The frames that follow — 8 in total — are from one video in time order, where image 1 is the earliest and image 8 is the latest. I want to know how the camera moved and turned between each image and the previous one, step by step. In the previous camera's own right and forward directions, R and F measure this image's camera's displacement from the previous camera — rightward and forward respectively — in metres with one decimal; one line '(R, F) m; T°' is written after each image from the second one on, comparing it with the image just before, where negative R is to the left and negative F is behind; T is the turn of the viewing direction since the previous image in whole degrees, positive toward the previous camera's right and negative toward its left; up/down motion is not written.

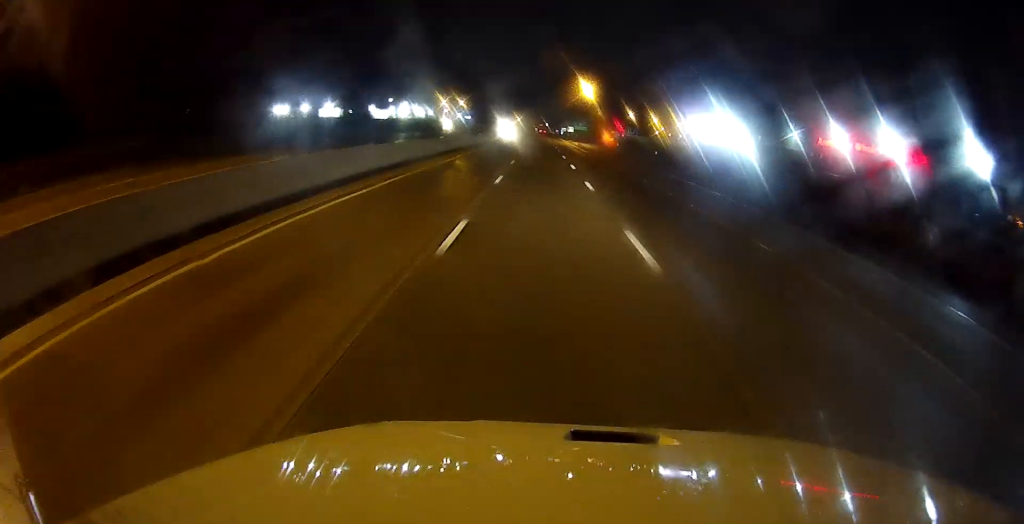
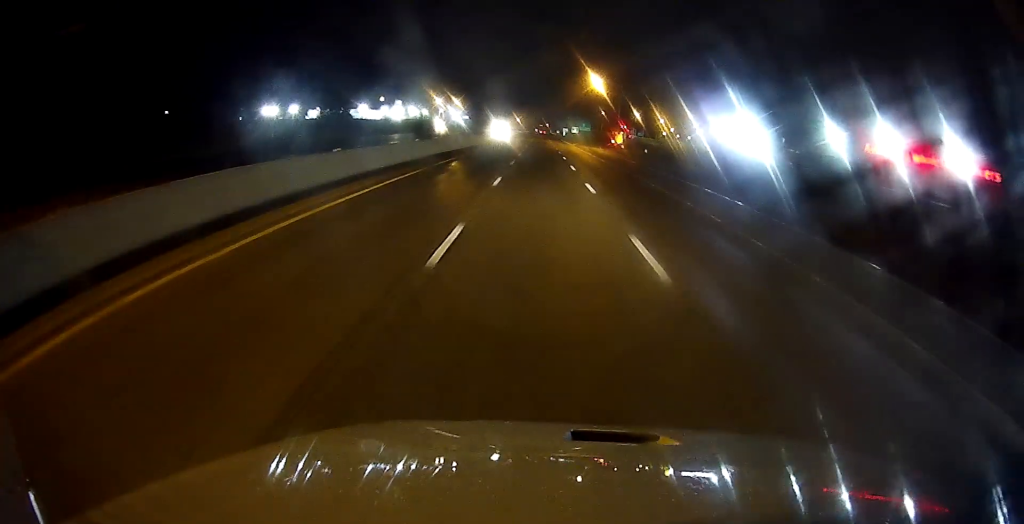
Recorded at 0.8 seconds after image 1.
(+0.4, +25.2) m; +1°
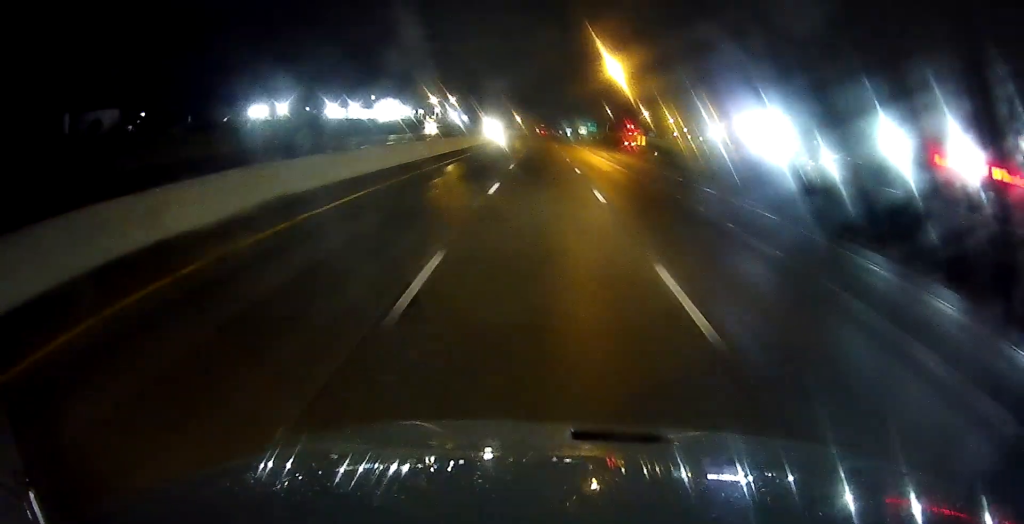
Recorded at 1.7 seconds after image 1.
(0.0, +27.2) m; -1°
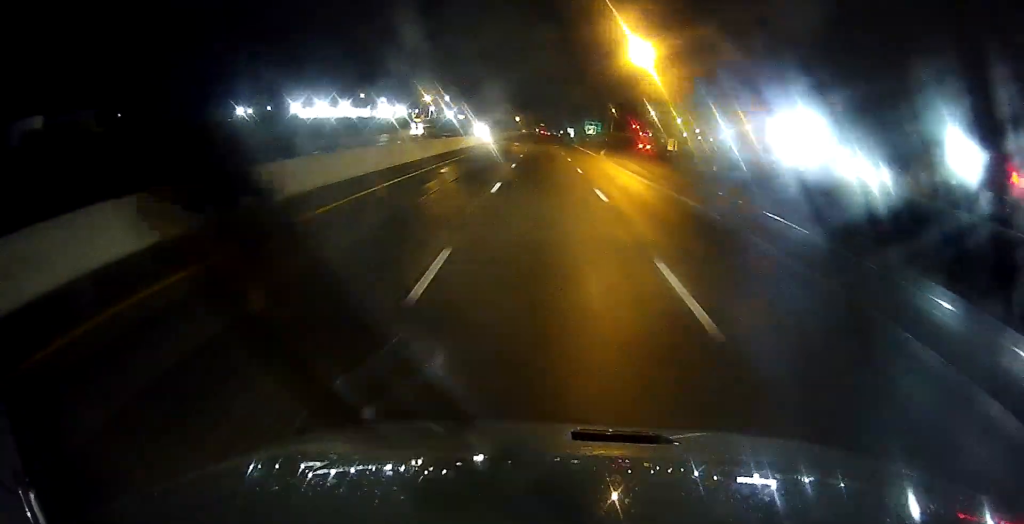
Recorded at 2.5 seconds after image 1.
(-0.6, +24.1) m; 0°
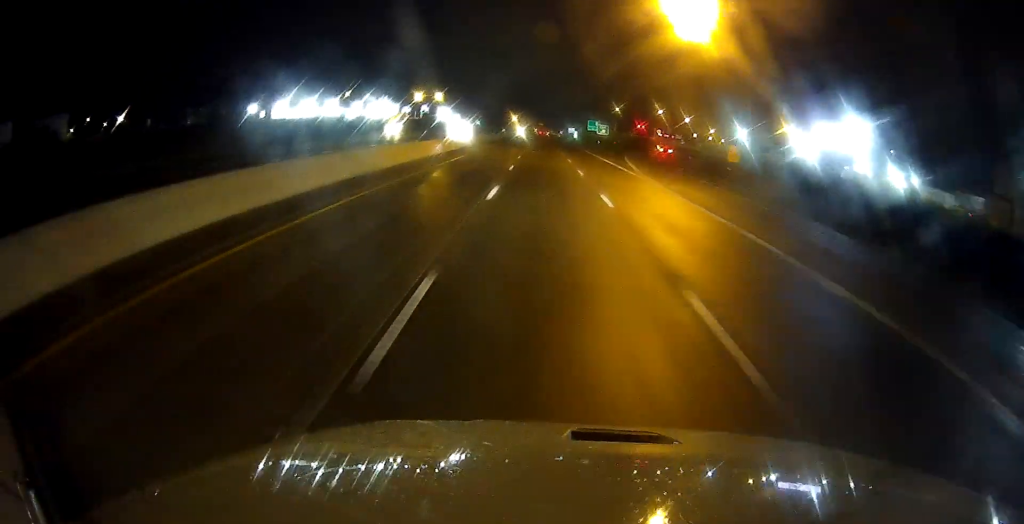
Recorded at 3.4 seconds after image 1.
(+0.5, +26.2) m; 0°
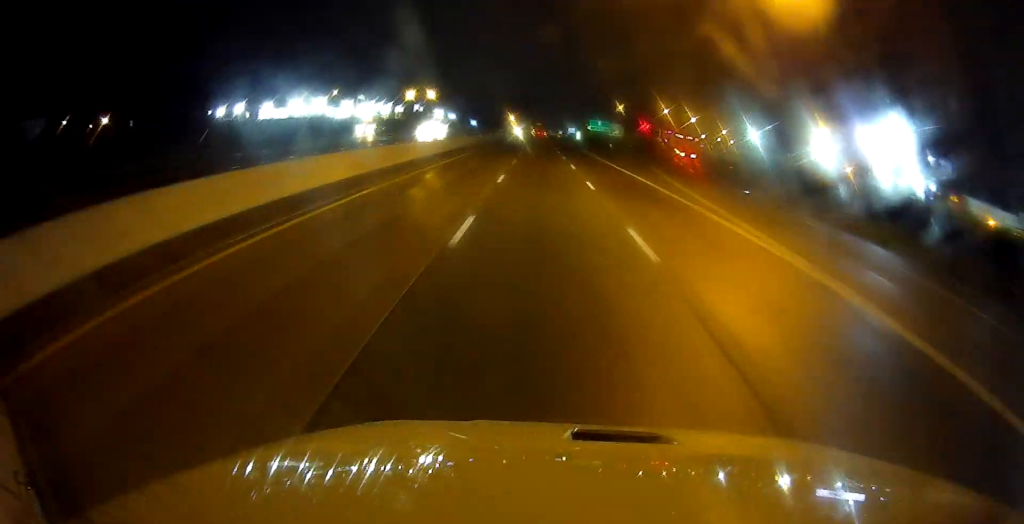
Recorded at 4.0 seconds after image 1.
(-0.2, +19.1) m; 0°
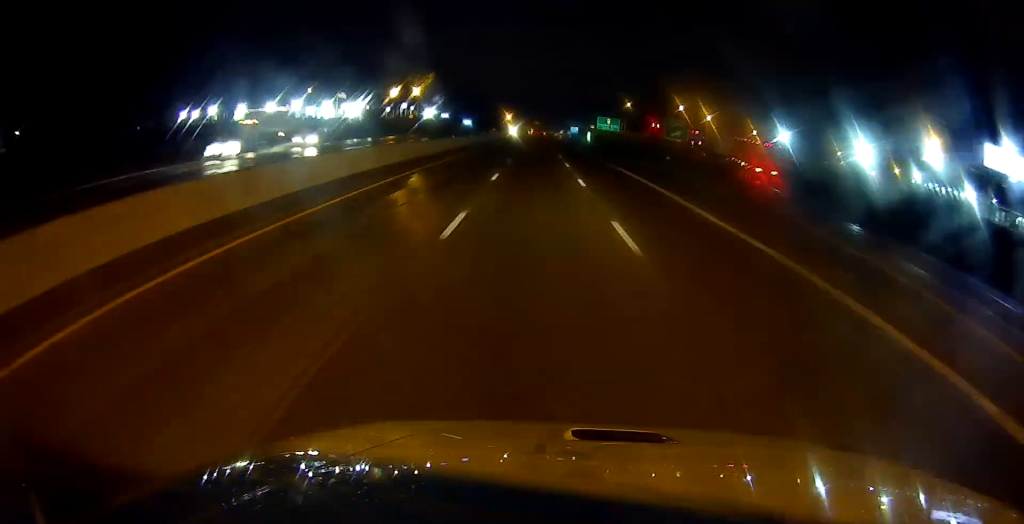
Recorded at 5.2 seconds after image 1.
(+0.1, +36.2) m; +1°
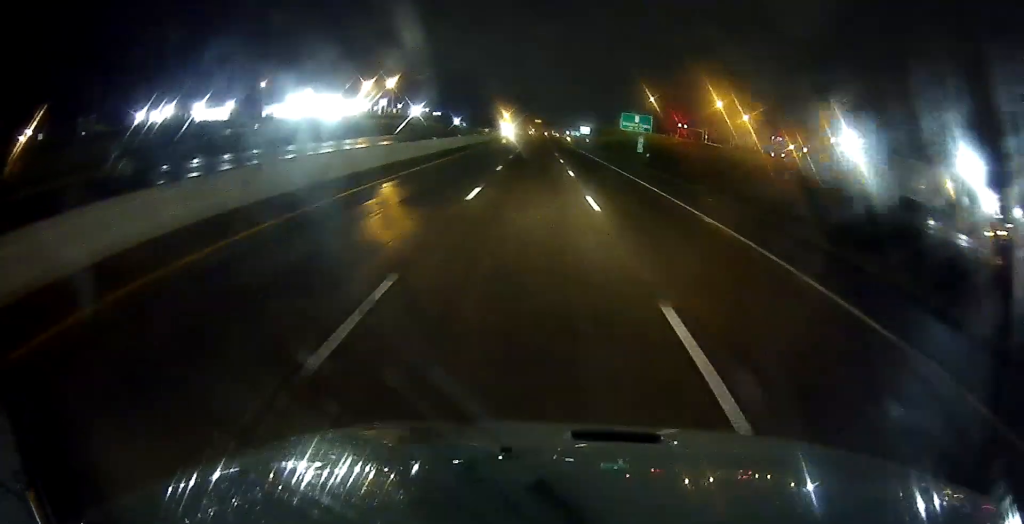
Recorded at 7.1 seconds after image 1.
(+0.5, +55.4) m; 0°
